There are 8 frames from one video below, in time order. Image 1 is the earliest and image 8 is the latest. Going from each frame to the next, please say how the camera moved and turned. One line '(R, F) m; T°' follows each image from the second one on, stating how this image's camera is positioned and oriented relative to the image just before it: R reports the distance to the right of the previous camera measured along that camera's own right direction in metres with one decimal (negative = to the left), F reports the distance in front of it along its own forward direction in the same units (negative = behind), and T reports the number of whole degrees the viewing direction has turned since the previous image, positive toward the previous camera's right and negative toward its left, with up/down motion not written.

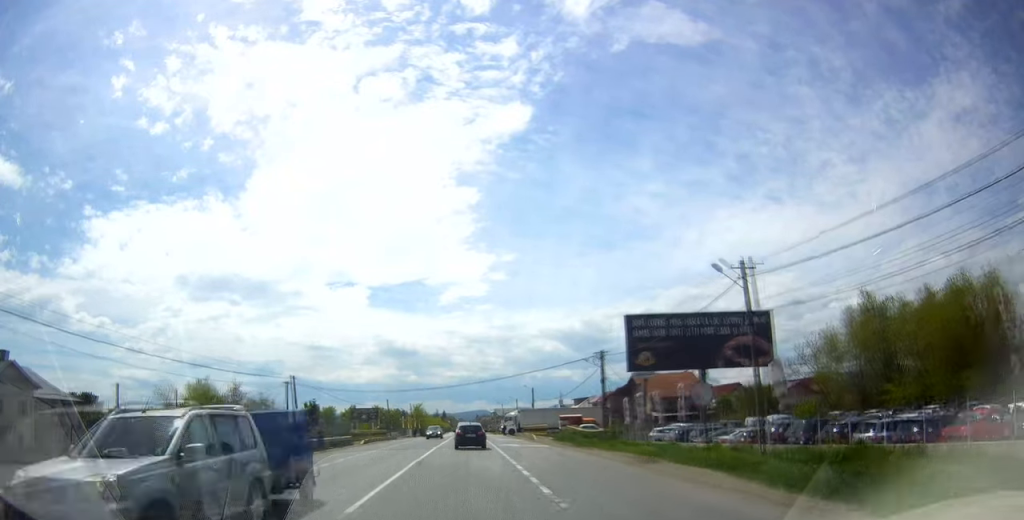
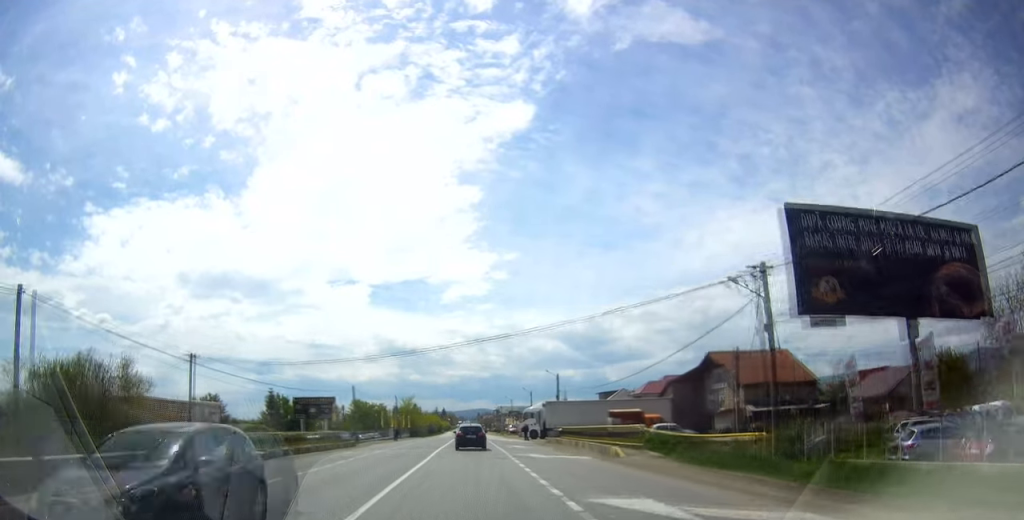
(-0.3, +27.8) m; -1°
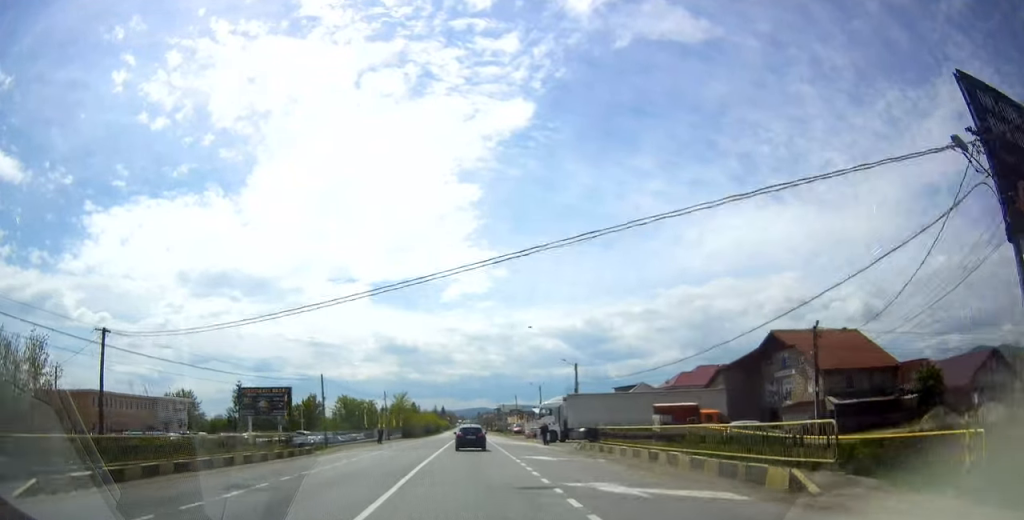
(0.0, +13.6) m; 0°
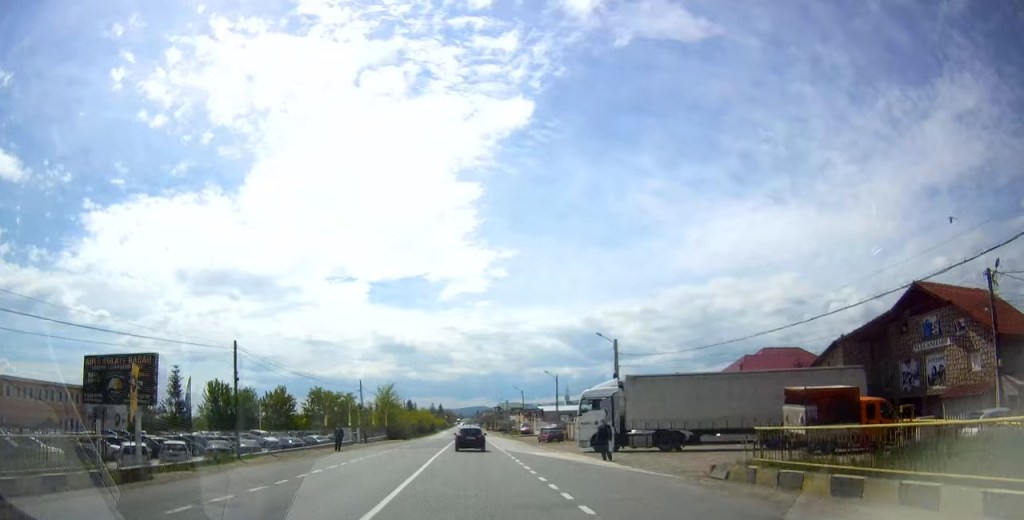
(0.0, +18.8) m; +2°
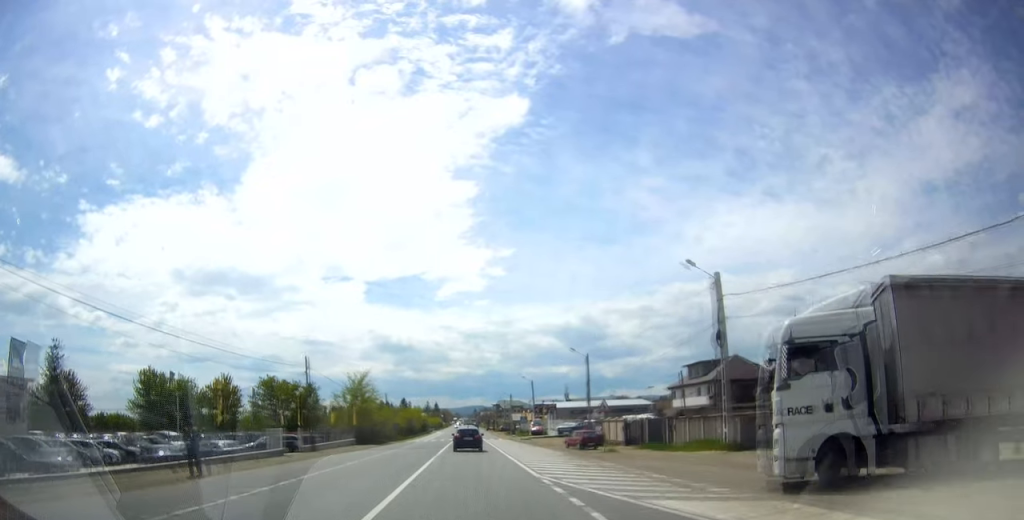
(+0.6, +21.6) m; +1°
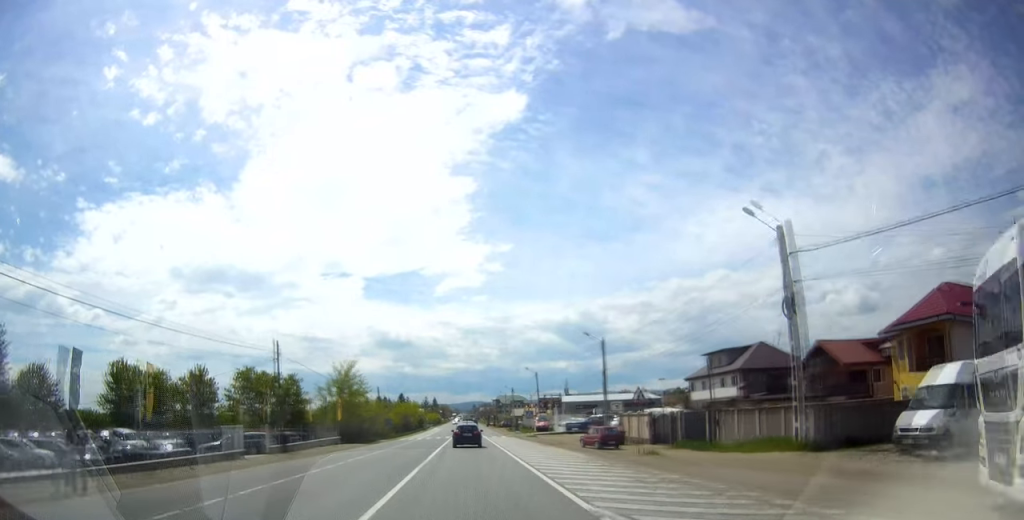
(0.0, +7.3) m; -1°
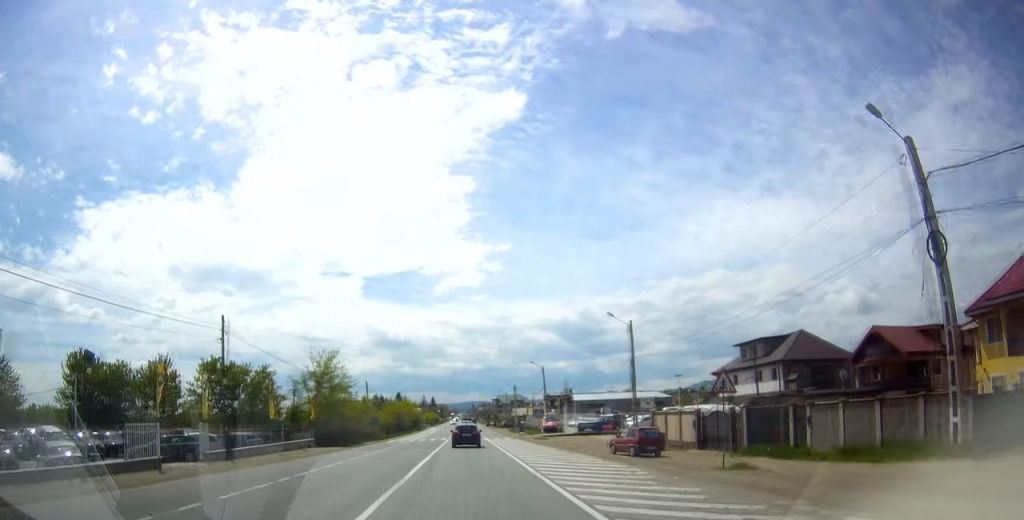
(0.0, +8.8) m; -1°
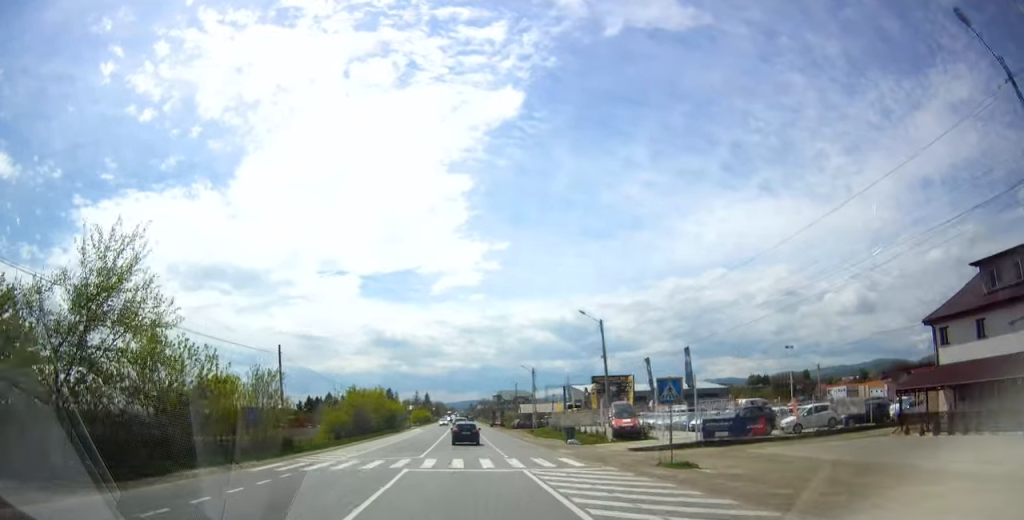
(0.0, +35.2) m; +1°
